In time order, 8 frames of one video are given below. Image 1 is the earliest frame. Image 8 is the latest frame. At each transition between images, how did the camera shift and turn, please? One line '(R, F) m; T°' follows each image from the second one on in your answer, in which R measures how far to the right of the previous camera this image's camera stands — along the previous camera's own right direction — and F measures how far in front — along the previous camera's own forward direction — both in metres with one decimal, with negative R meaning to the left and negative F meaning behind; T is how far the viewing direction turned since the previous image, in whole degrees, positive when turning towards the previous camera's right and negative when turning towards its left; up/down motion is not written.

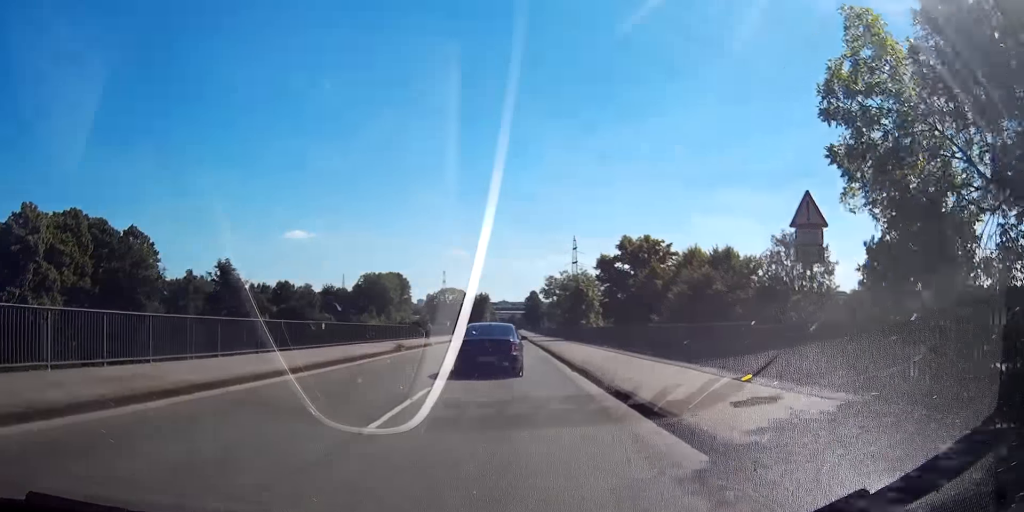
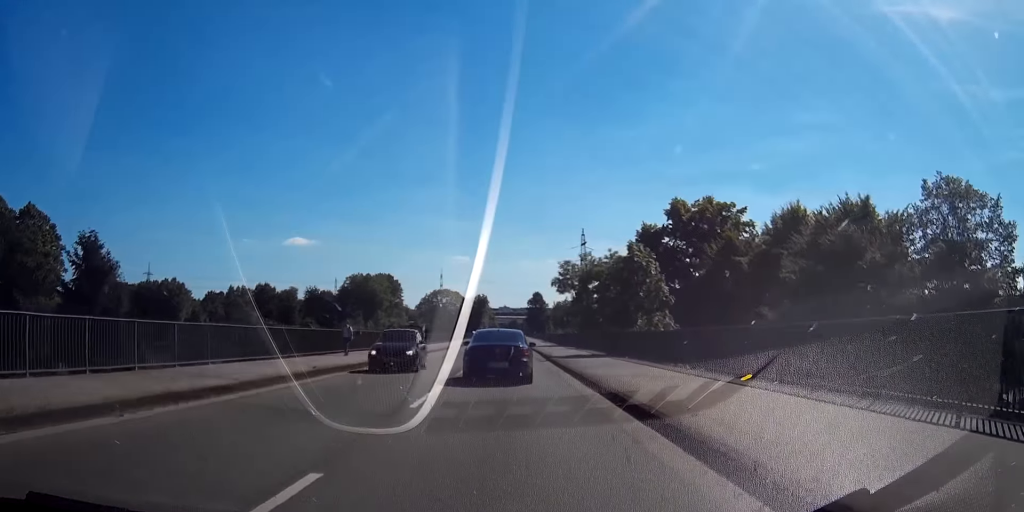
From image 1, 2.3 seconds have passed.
(+0.2, +35.5) m; 0°
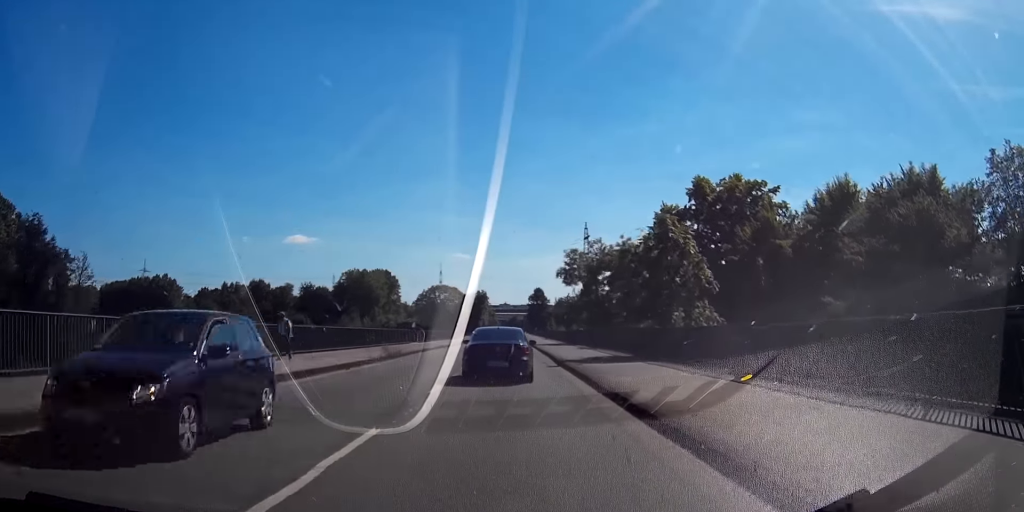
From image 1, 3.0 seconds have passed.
(0.0, +9.6) m; -1°
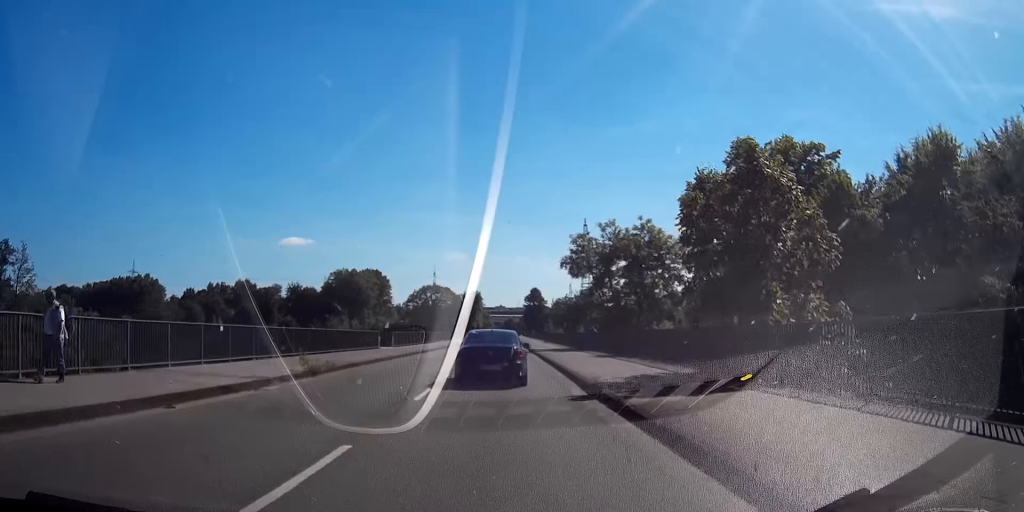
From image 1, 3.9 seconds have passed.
(-0.1, +13.8) m; 0°
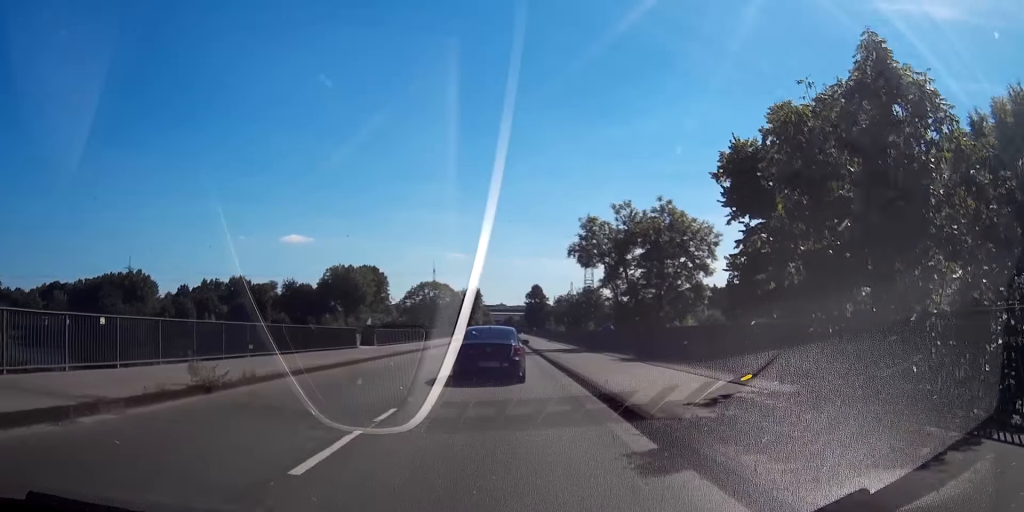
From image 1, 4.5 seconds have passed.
(-0.1, +8.1) m; +1°
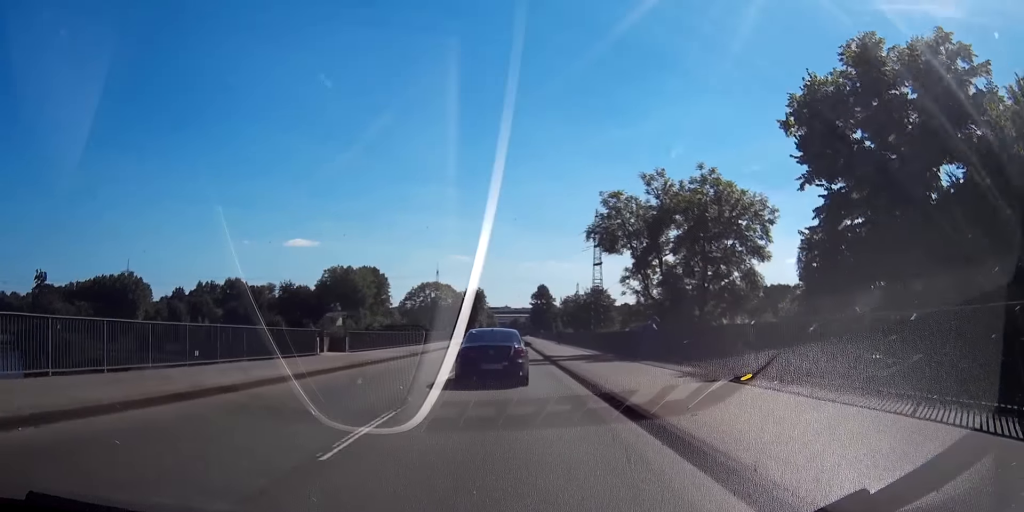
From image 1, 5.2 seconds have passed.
(+0.3, +10.8) m; +1°
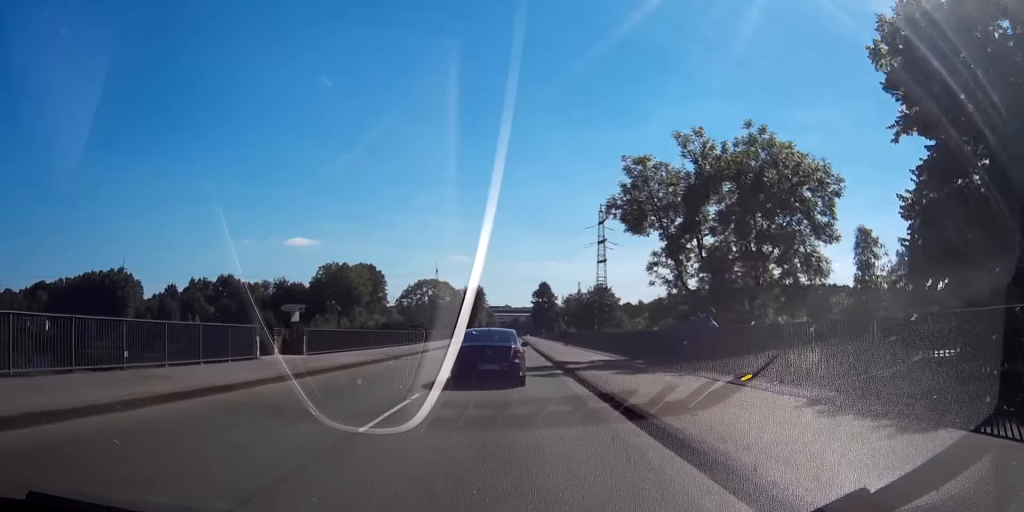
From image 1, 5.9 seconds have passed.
(+0.1, +9.0) m; 0°
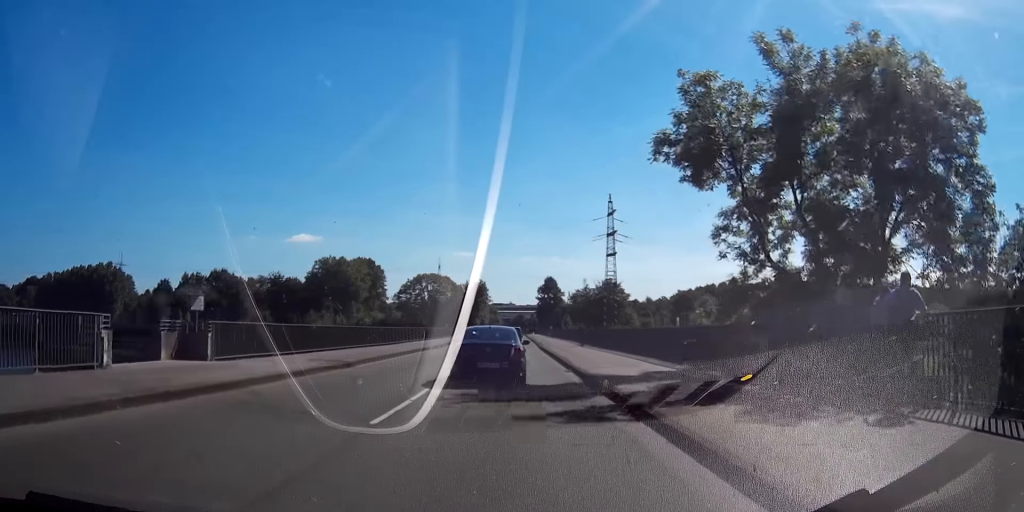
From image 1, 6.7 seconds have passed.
(0.0, +11.9) m; 0°
